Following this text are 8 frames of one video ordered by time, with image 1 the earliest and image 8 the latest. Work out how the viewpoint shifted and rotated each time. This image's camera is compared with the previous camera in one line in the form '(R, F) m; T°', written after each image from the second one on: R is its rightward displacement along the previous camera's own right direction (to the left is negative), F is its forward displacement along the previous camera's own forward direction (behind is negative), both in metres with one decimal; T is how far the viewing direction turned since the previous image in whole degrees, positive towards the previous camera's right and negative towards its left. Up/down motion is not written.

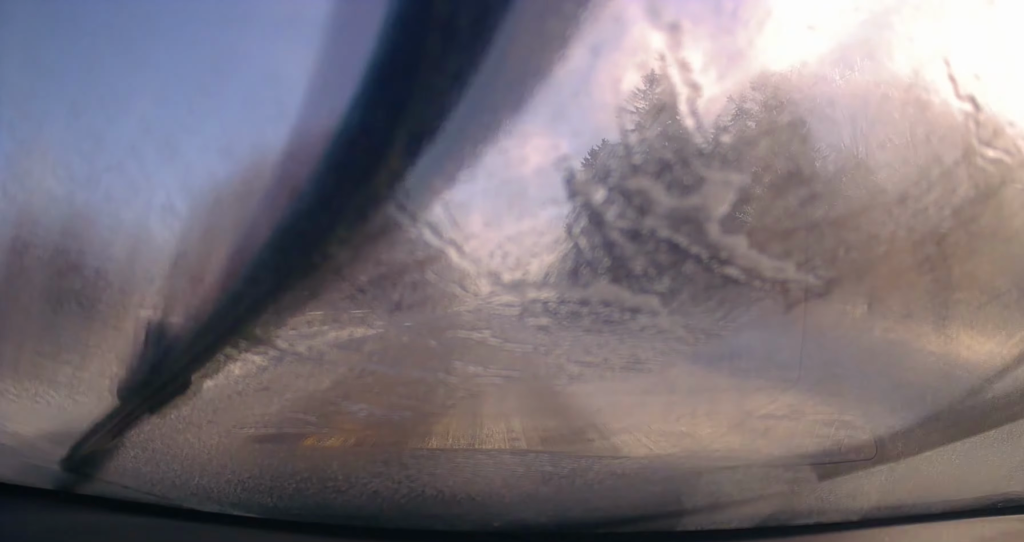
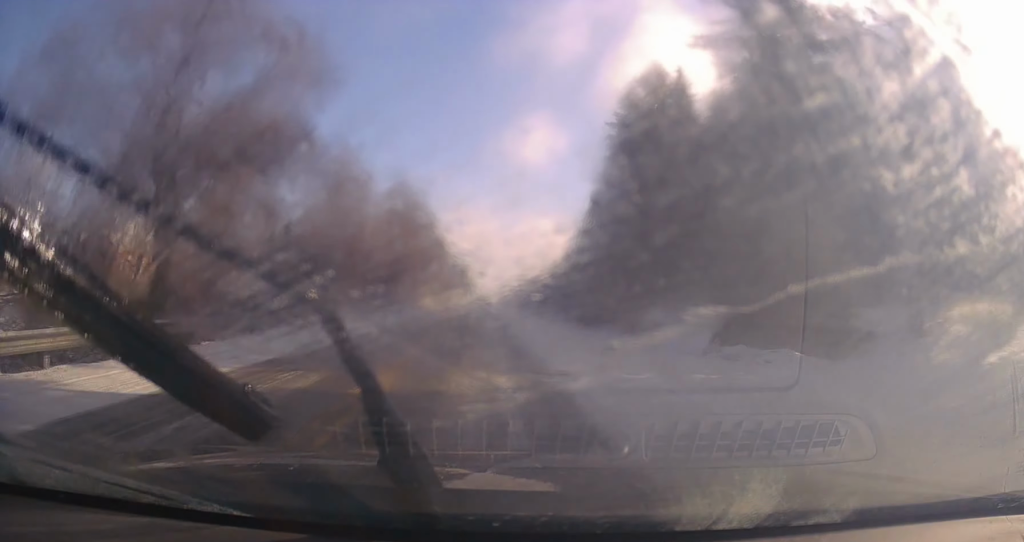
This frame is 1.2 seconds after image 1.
(0.0, +24.1) m; 0°
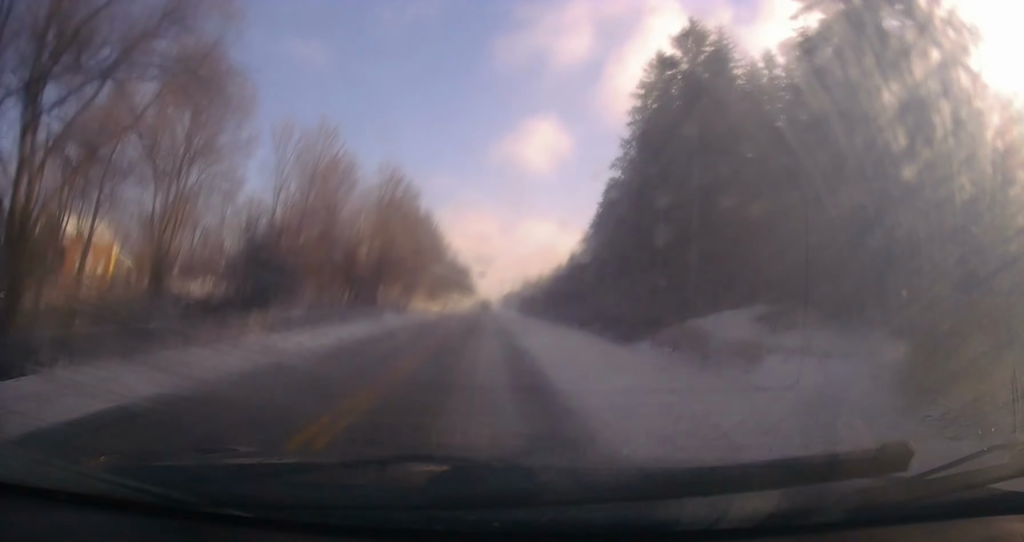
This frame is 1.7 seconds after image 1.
(-0.3, +10.2) m; 0°
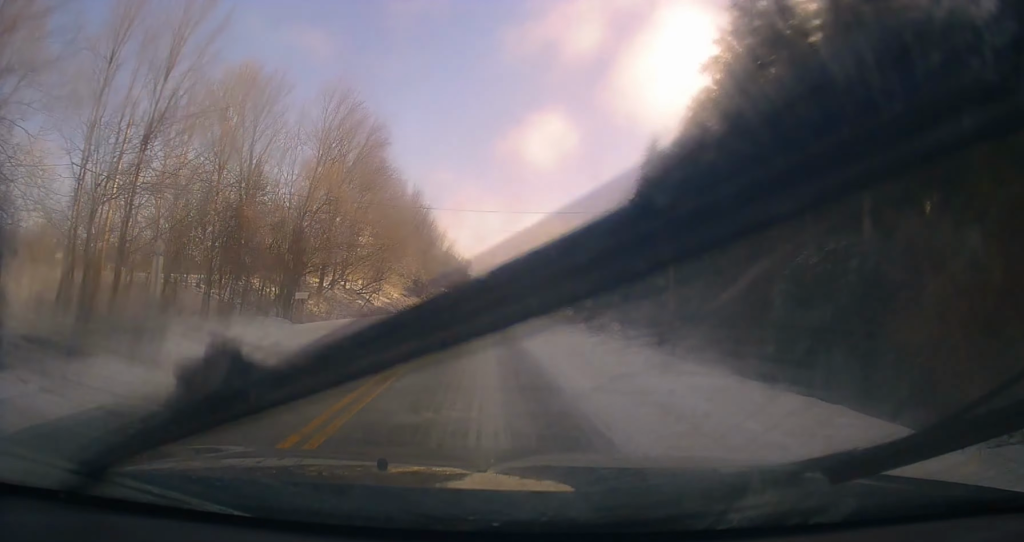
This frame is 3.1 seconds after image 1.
(+0.4, +27.4) m; -1°
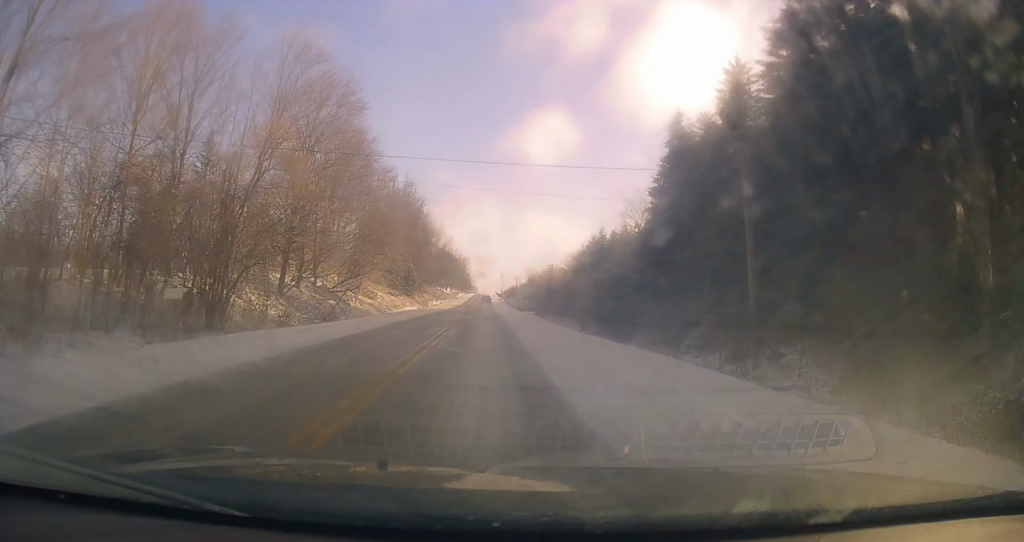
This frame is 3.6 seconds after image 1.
(-0.3, +10.5) m; -1°
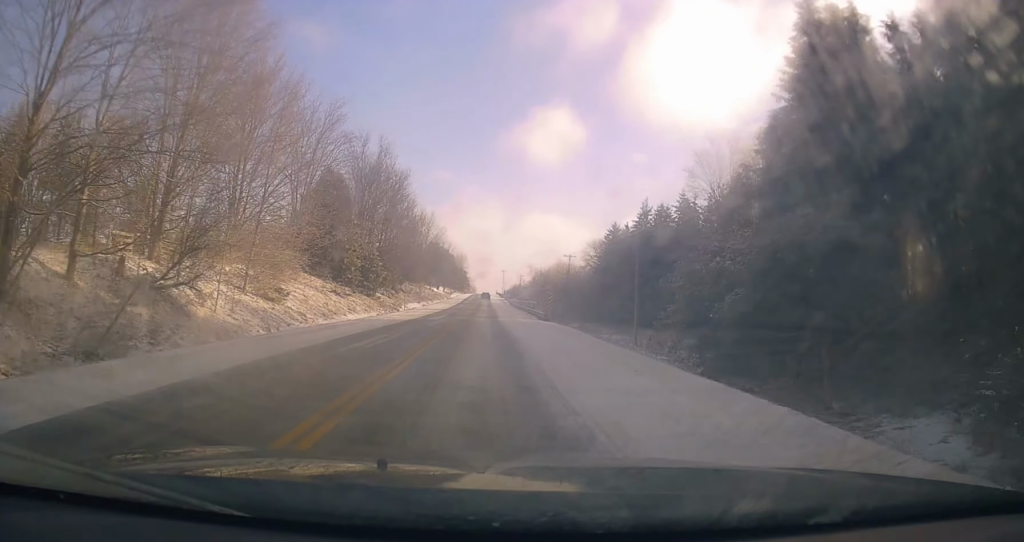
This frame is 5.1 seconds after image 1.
(+0.5, +29.7) m; +2°
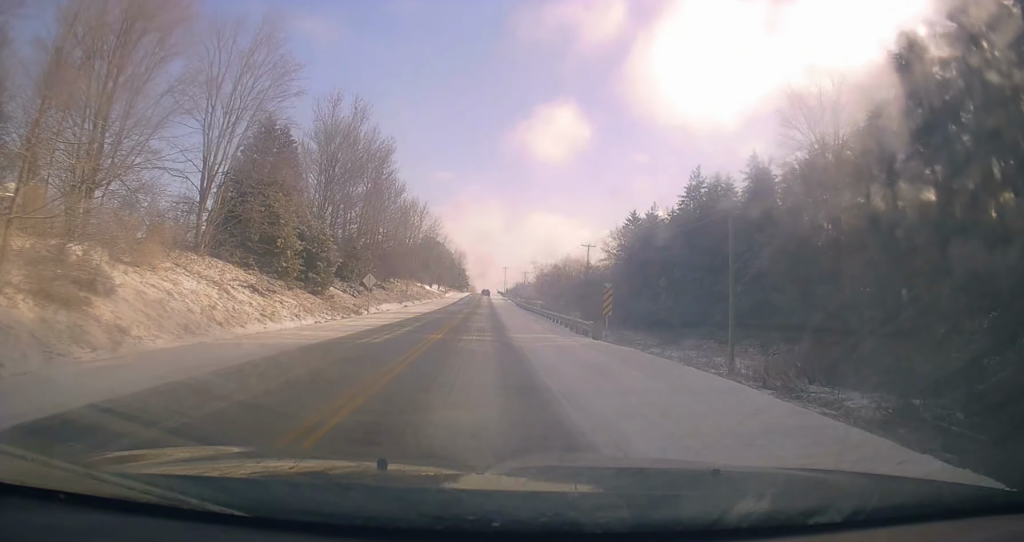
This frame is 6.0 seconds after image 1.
(+0.2, +18.8) m; 0°
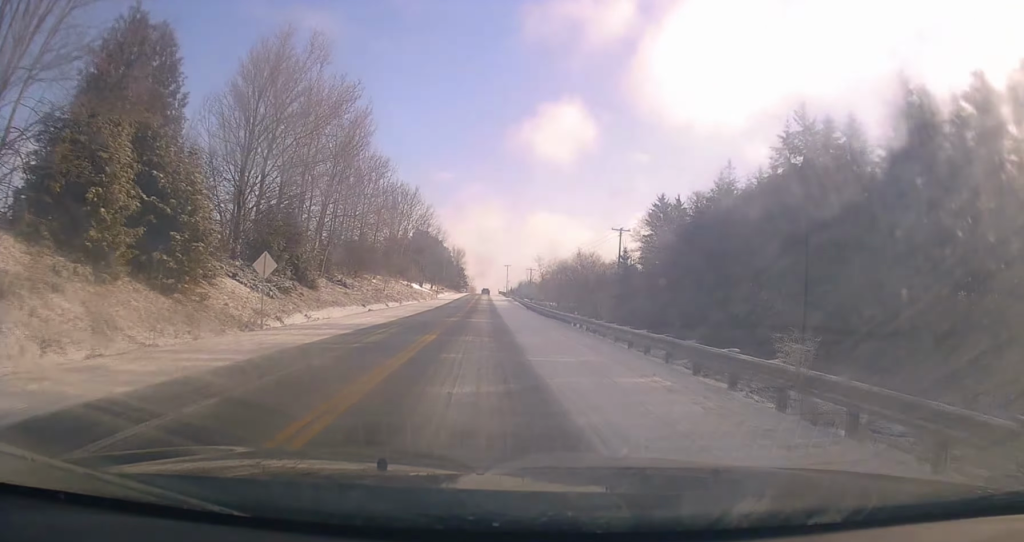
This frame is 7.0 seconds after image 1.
(-0.3, +20.6) m; -1°
